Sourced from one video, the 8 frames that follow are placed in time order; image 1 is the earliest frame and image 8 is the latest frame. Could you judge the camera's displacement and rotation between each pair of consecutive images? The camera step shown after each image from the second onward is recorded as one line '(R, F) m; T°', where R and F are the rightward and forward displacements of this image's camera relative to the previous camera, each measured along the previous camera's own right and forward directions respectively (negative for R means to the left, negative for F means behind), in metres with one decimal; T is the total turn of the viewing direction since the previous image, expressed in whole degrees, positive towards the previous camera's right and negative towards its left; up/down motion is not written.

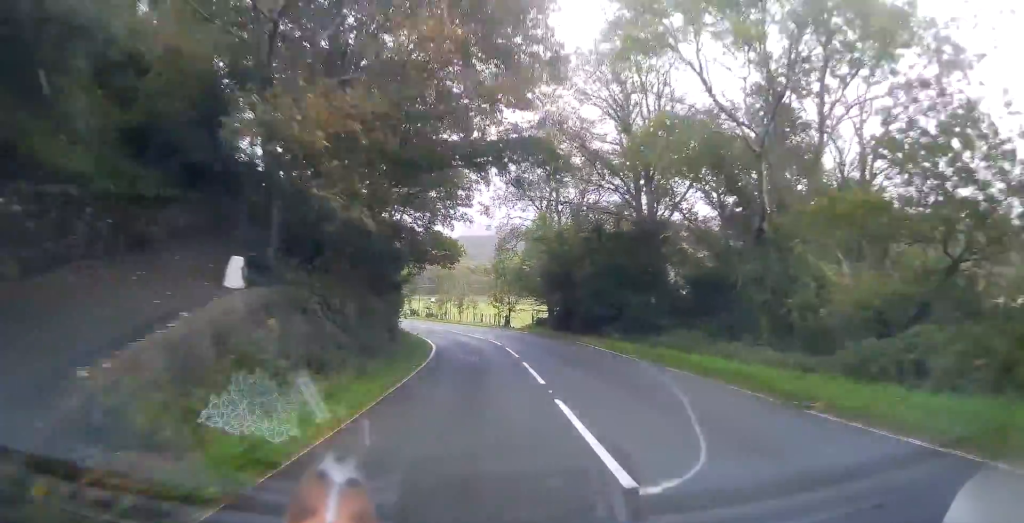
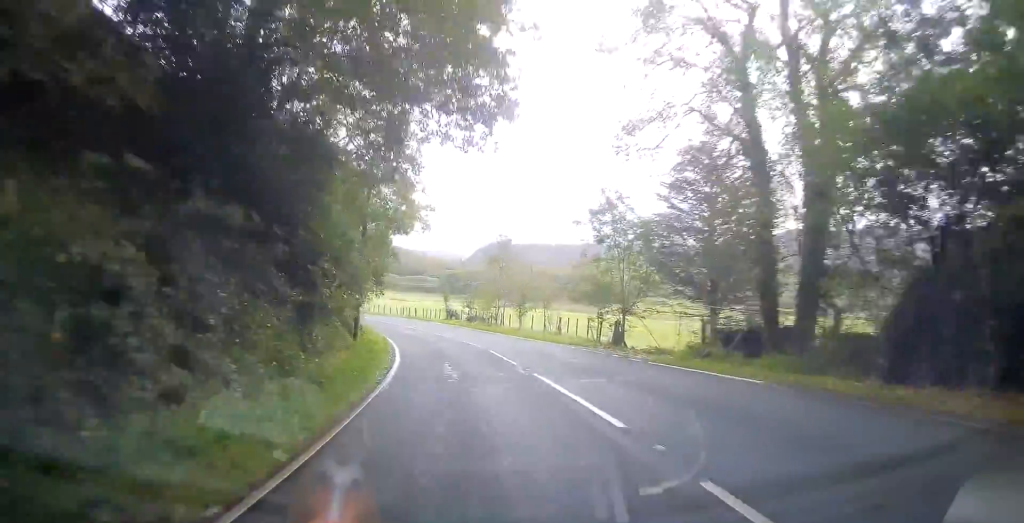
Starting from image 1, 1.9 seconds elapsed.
(-2.0, +32.0) m; -7°
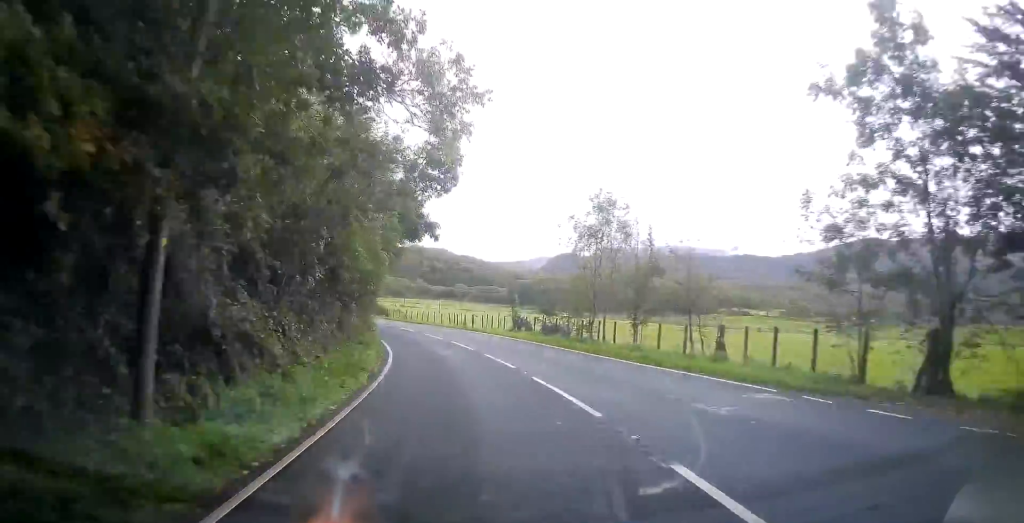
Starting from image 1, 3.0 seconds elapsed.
(-0.8, +17.9) m; -7°
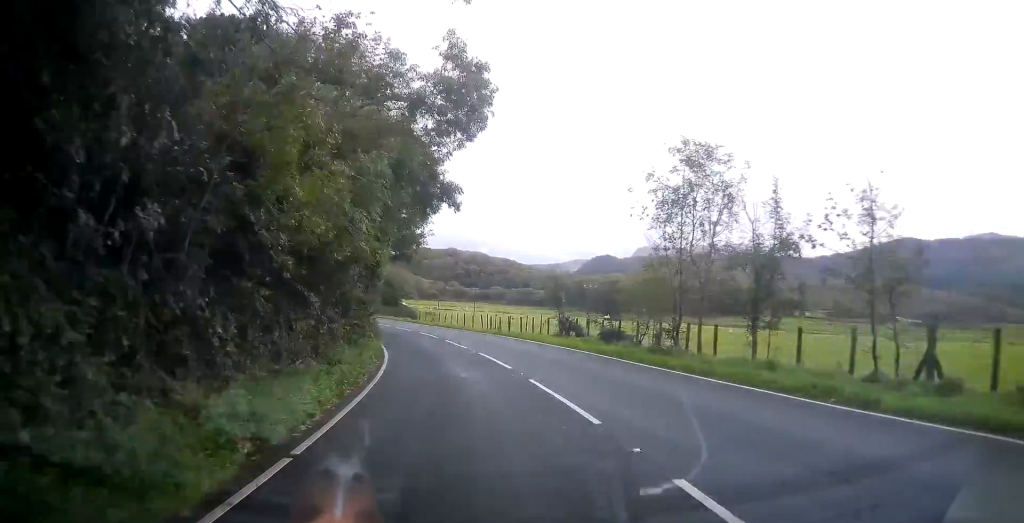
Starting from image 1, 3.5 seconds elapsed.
(-0.3, +8.9) m; -5°
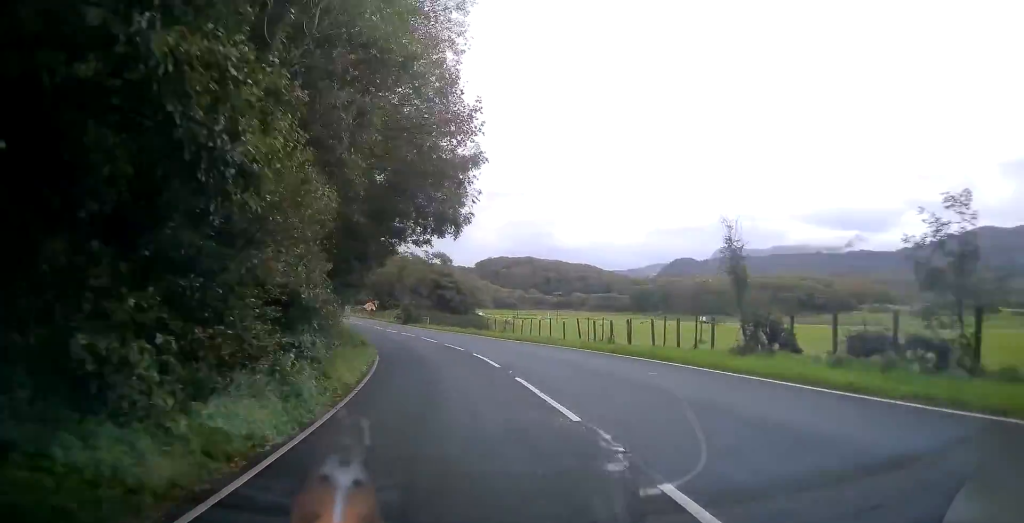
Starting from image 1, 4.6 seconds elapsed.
(-1.7, +18.3) m; -10°
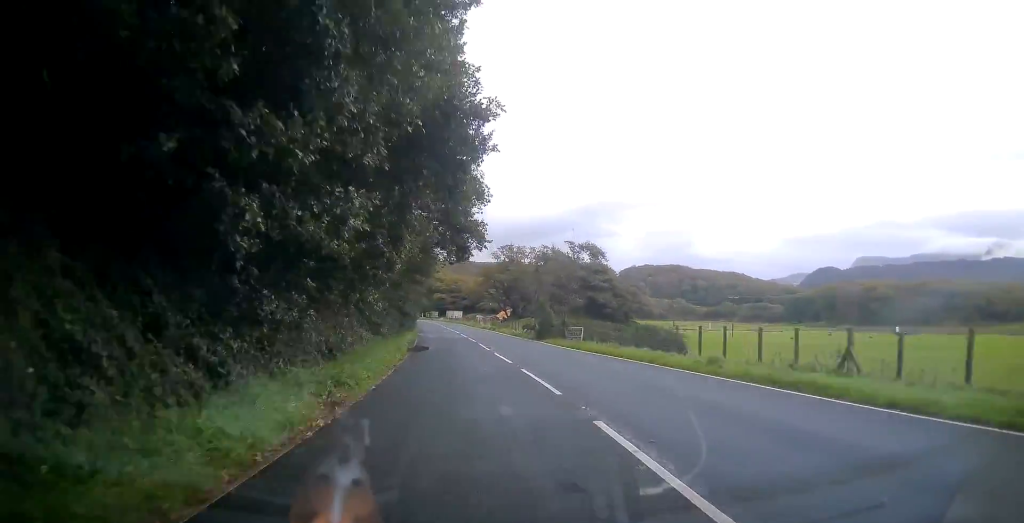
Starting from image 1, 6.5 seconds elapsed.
(-3.8, +31.9) m; -12°
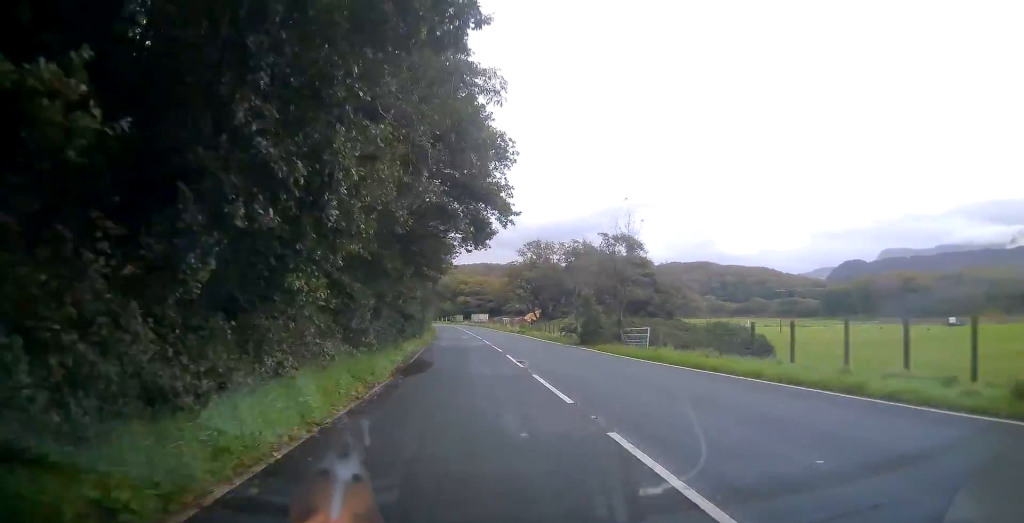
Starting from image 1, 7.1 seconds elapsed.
(-0.4, +10.4) m; -2°
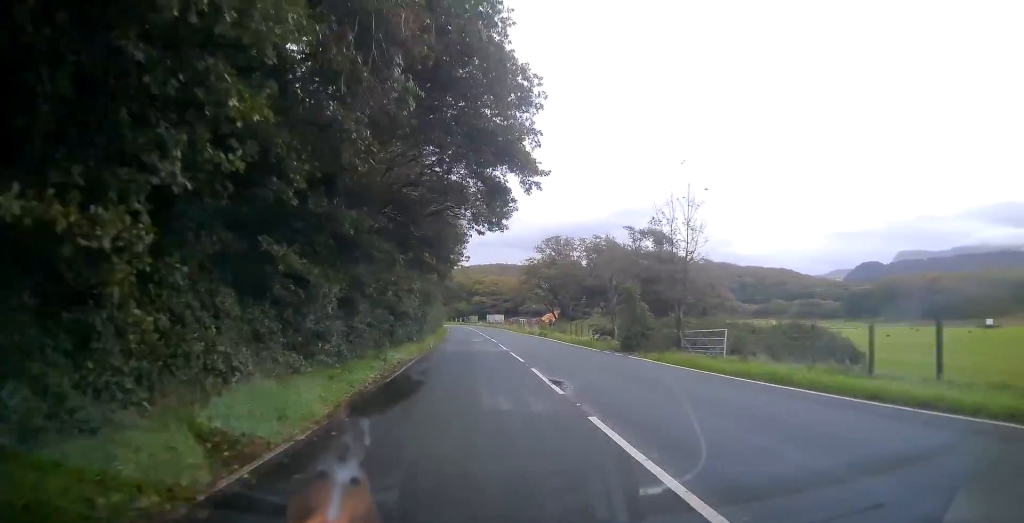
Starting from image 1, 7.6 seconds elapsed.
(-0.1, +7.6) m; -1°
